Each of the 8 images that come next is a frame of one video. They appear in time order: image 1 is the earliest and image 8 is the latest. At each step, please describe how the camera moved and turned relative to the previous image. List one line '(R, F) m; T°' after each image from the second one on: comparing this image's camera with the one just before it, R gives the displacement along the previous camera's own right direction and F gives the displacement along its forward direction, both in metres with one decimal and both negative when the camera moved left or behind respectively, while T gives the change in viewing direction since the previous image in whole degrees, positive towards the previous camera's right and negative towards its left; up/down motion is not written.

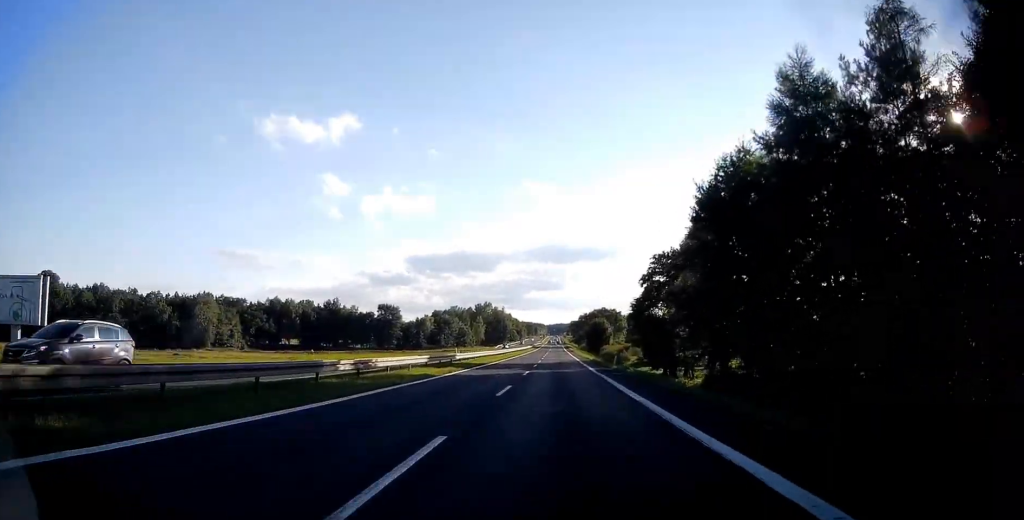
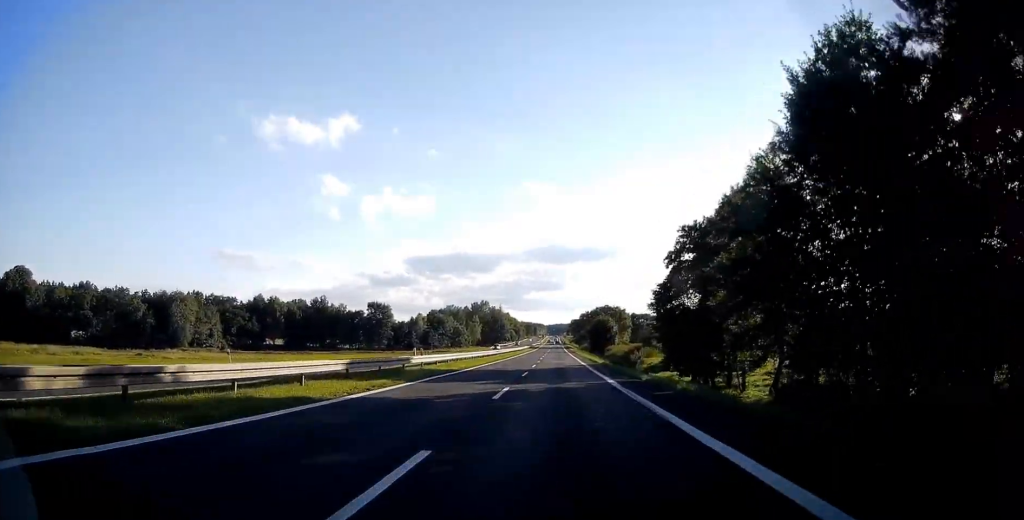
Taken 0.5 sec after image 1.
(-0.2, +13.2) m; 0°
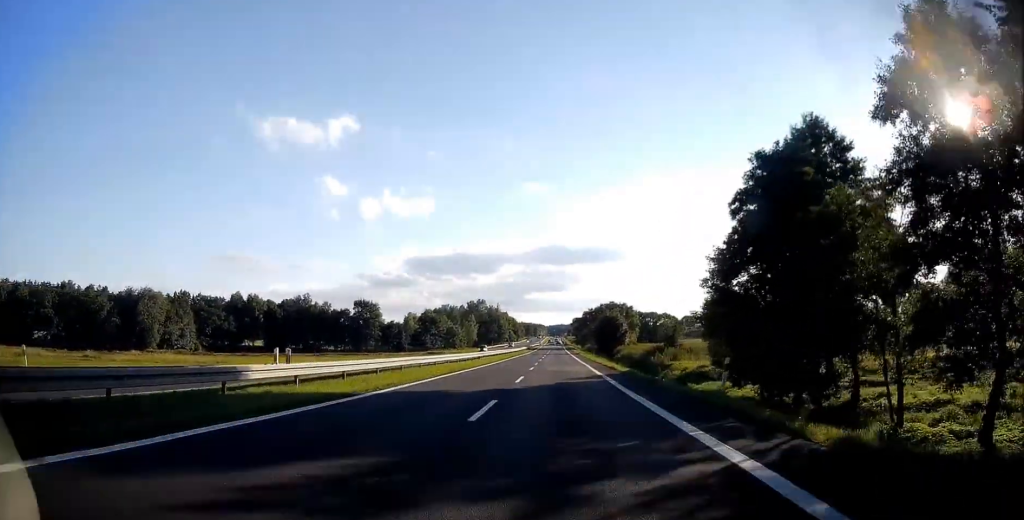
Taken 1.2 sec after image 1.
(0.0, +16.6) m; 0°
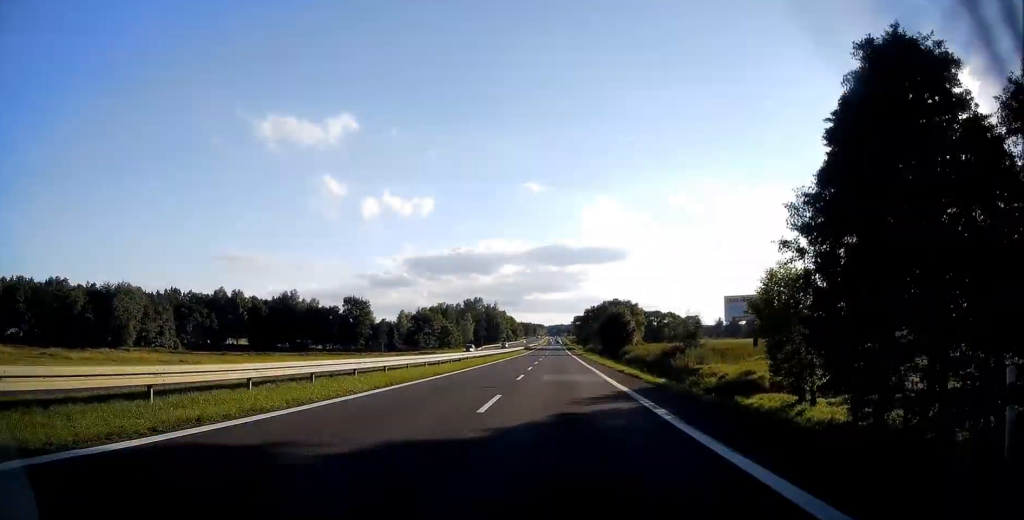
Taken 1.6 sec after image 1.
(+0.2, +10.9) m; 0°
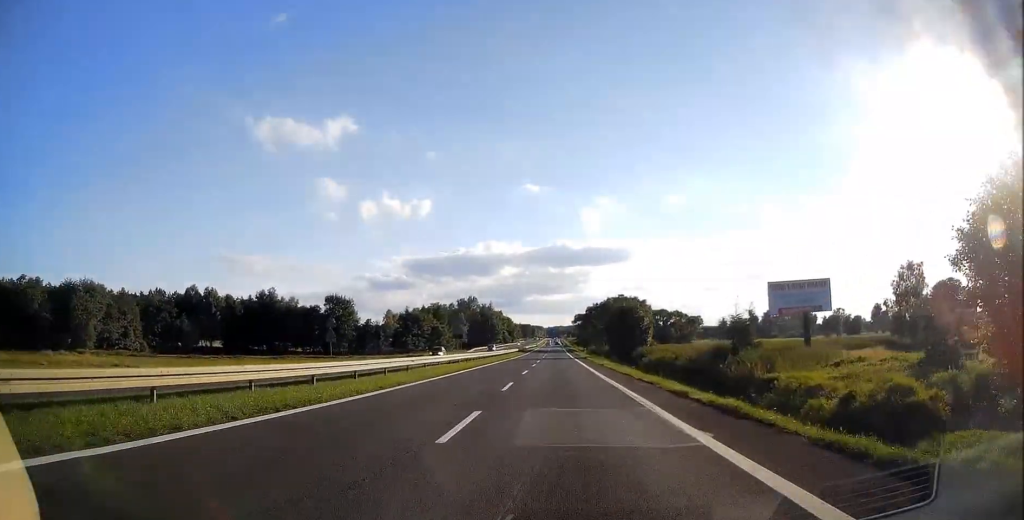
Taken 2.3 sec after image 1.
(-0.1, +16.0) m; 0°
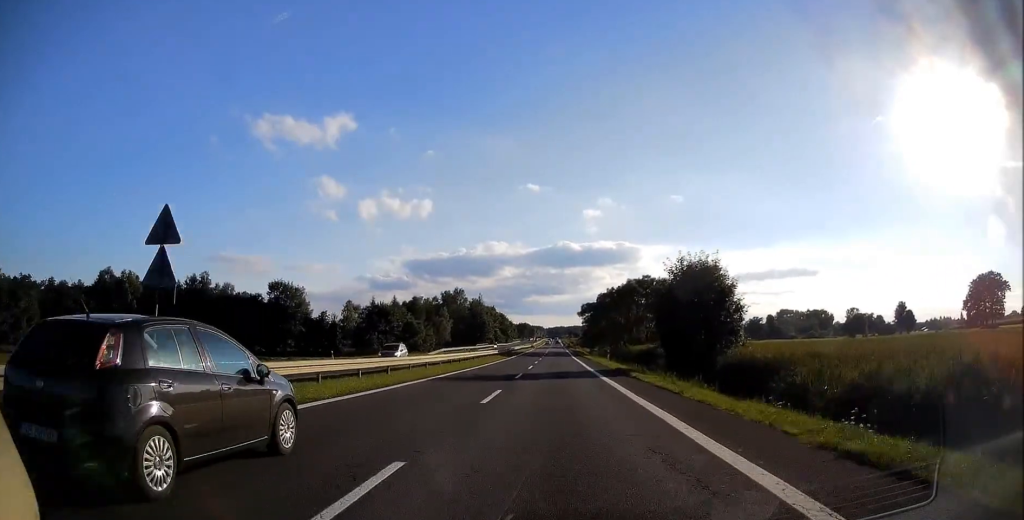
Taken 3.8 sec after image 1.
(+0.2, +40.0) m; +1°
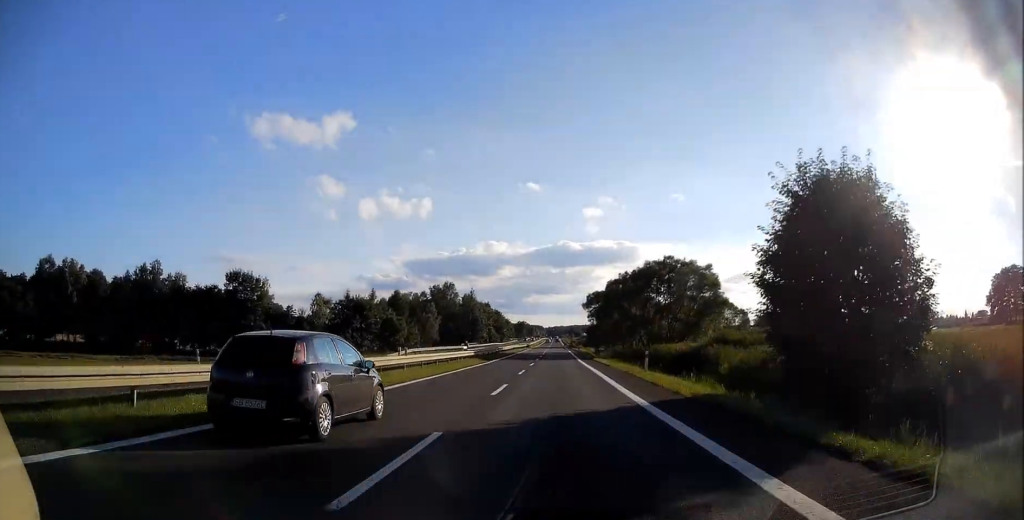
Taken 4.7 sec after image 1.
(0.0, +21.0) m; 0°
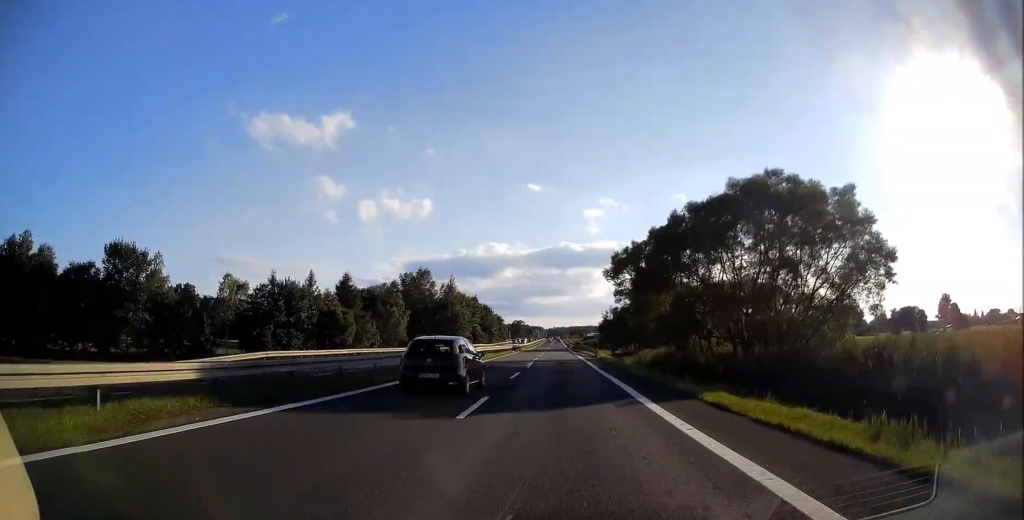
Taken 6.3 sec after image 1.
(-0.4, +39.1) m; 0°
